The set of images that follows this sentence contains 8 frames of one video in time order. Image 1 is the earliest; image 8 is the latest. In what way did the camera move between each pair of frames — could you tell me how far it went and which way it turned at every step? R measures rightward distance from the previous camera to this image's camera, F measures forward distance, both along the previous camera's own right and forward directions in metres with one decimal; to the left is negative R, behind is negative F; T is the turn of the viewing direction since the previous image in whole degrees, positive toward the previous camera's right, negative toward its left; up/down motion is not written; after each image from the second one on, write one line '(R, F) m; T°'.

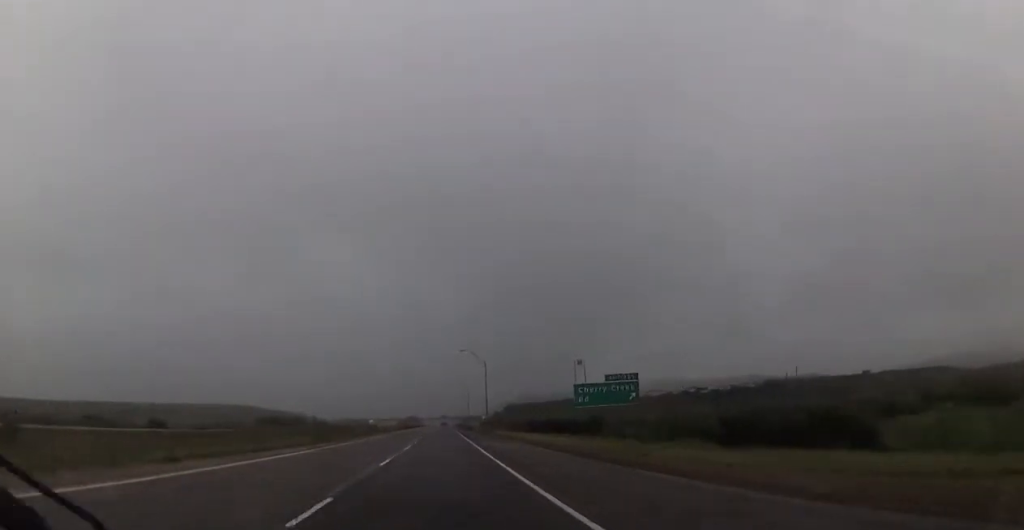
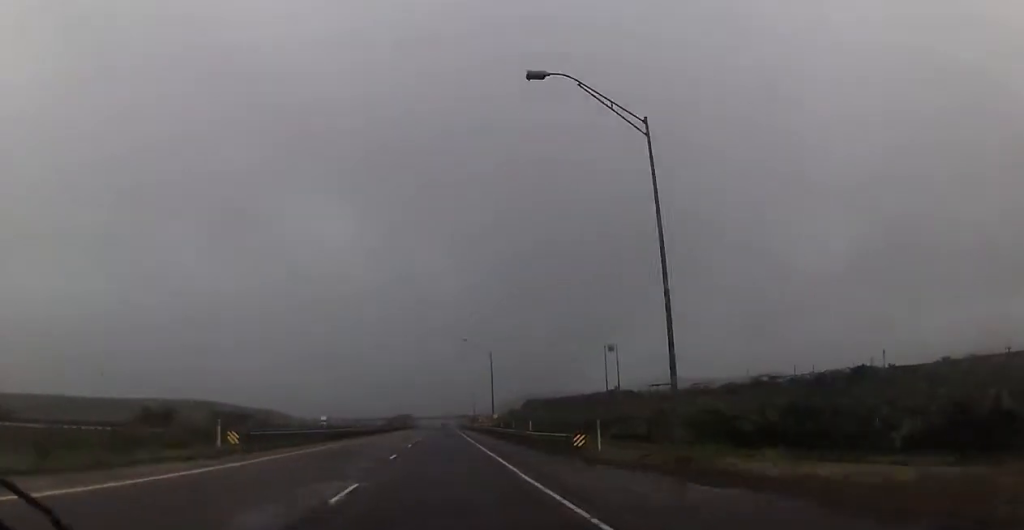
(-0.5, +83.5) m; 0°
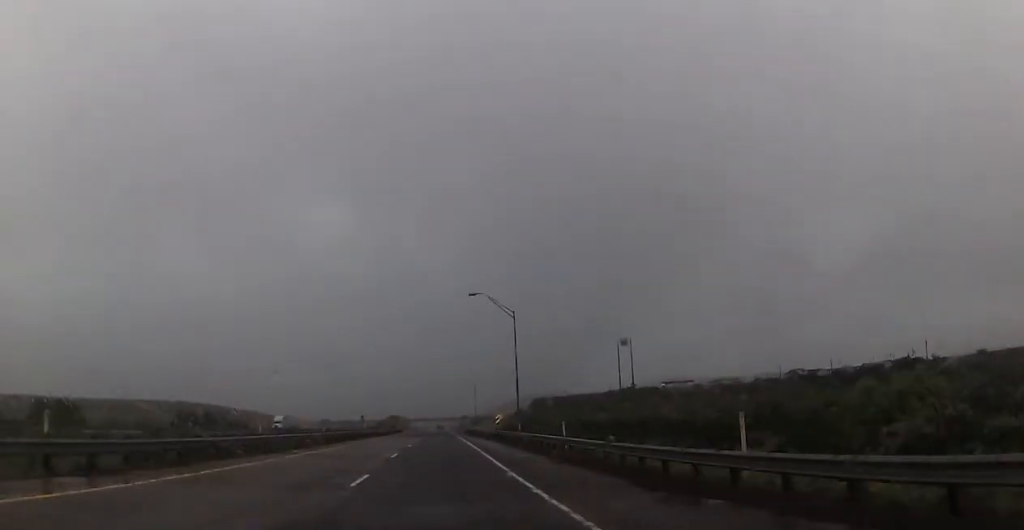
(+0.4, +33.1) m; +1°
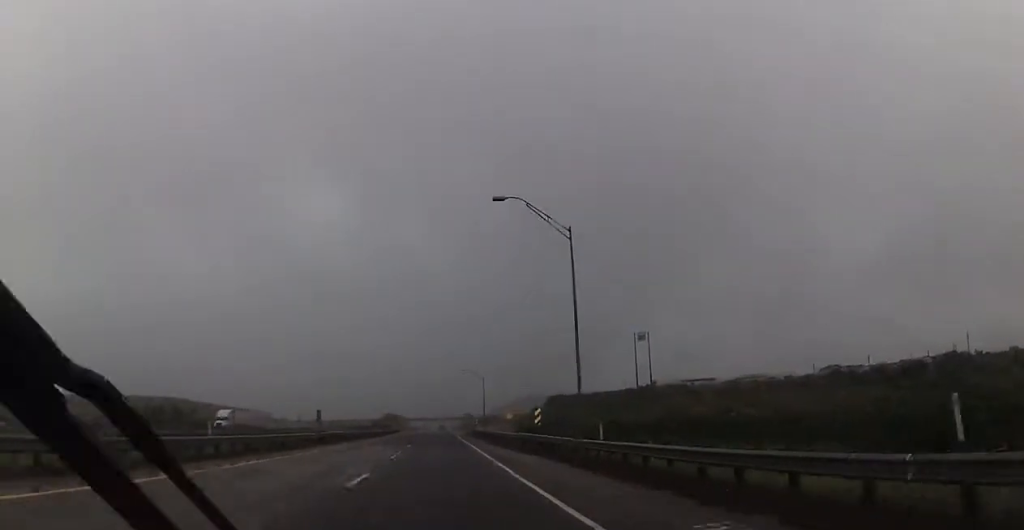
(+0.2, +25.2) m; 0°
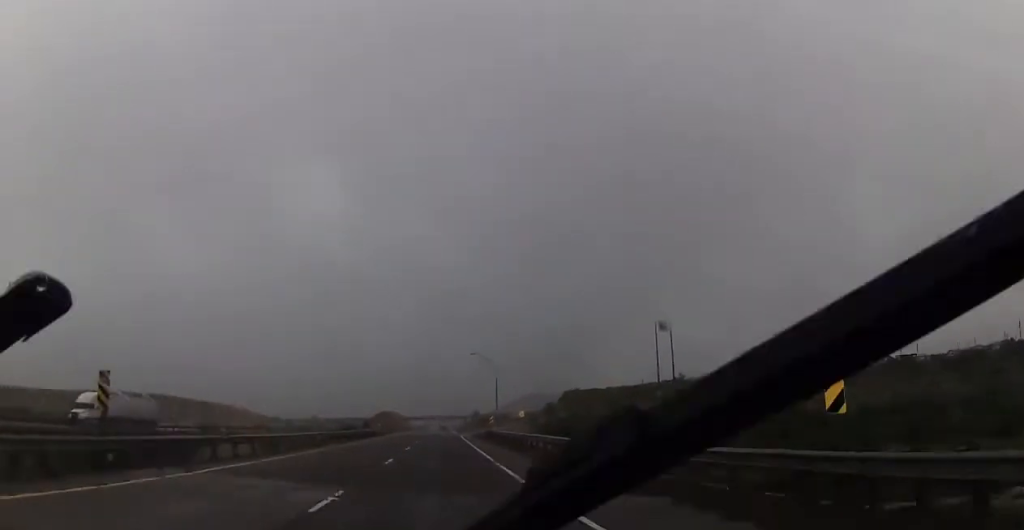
(0.0, +28.6) m; 0°
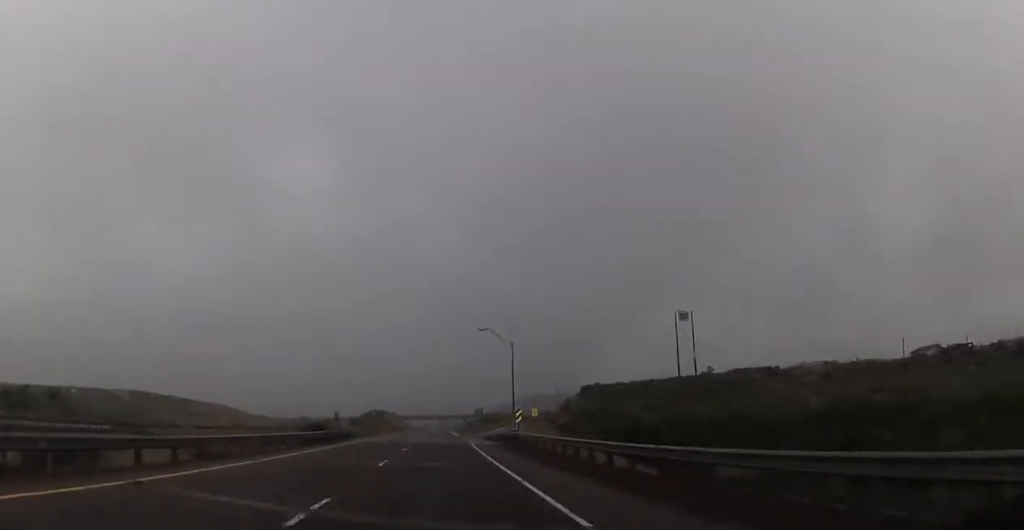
(-0.1, +26.3) m; 0°
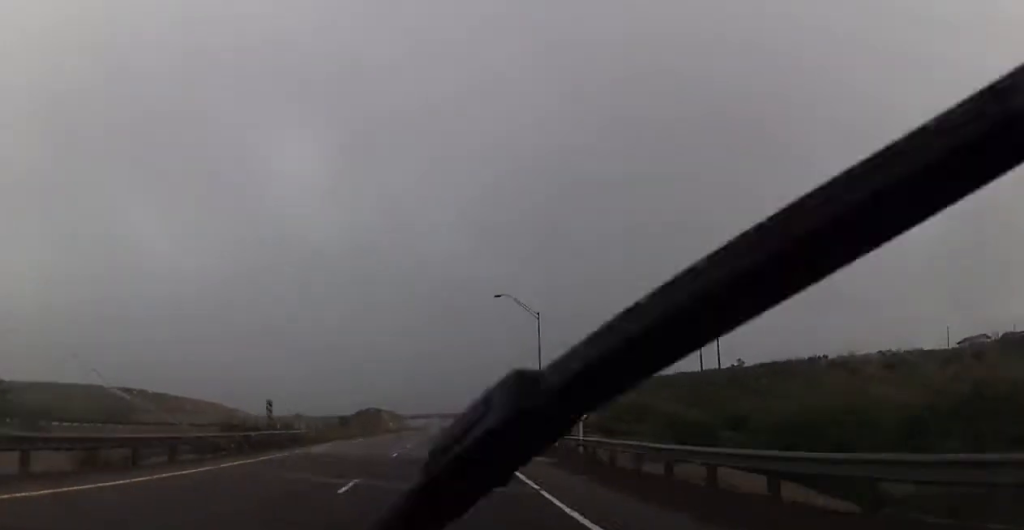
(0.0, +20.6) m; 0°
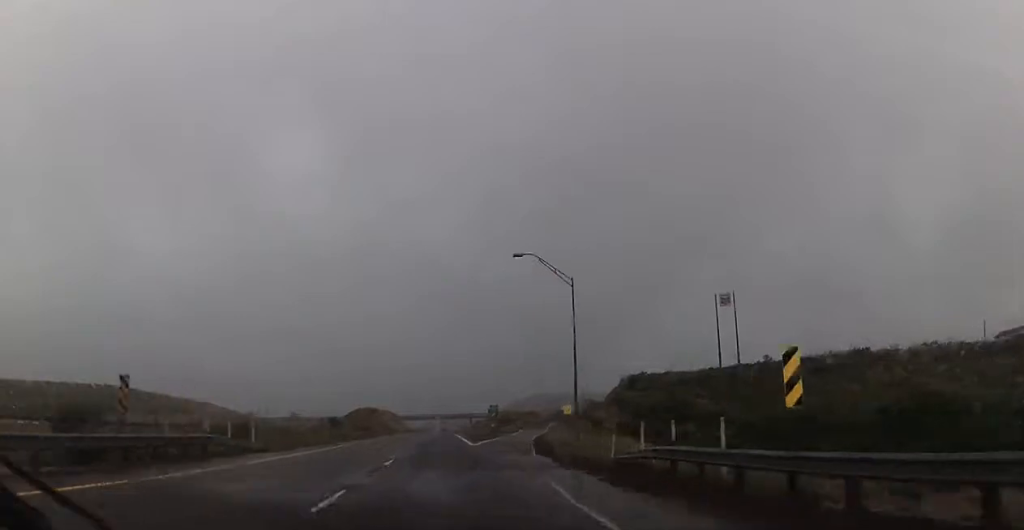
(0.0, +14.9) m; 0°
